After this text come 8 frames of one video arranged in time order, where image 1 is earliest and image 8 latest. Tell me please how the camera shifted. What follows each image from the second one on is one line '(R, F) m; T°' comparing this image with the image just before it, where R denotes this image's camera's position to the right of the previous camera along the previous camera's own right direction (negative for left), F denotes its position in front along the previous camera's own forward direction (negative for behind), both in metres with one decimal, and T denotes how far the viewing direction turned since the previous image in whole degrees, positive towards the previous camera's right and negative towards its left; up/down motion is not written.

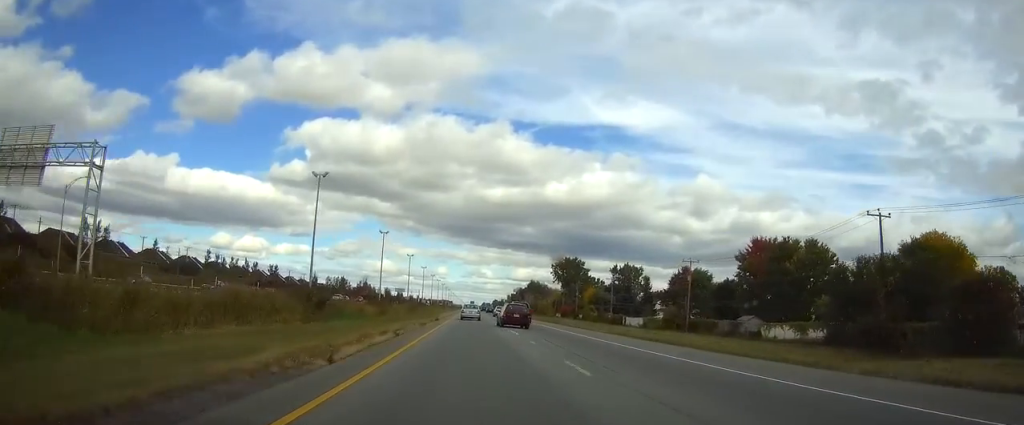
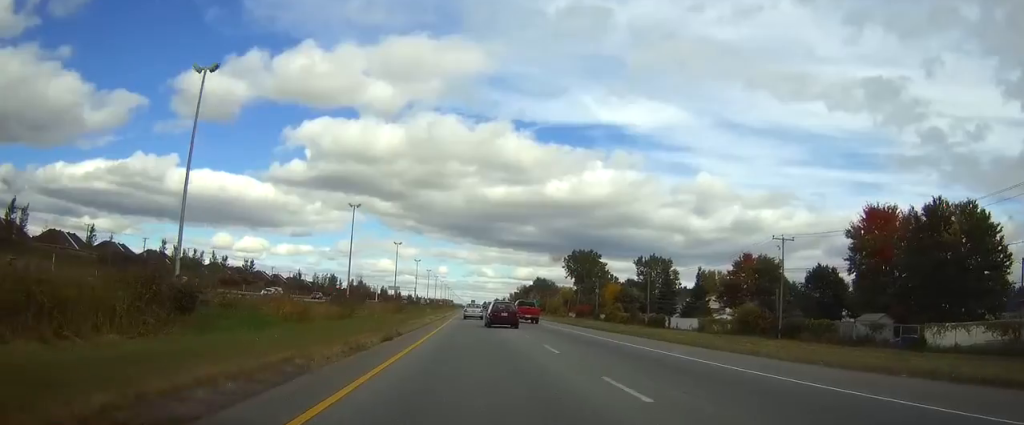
(0.0, +30.6) m; 0°
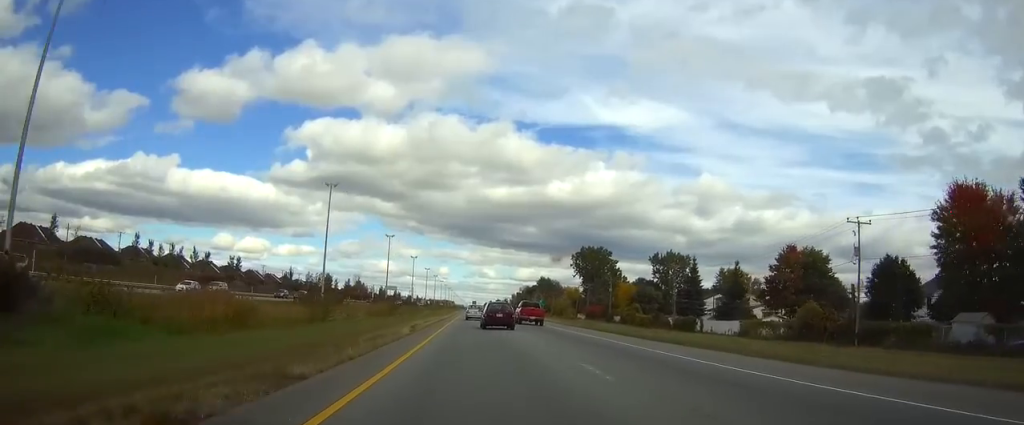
(0.0, +15.3) m; 0°
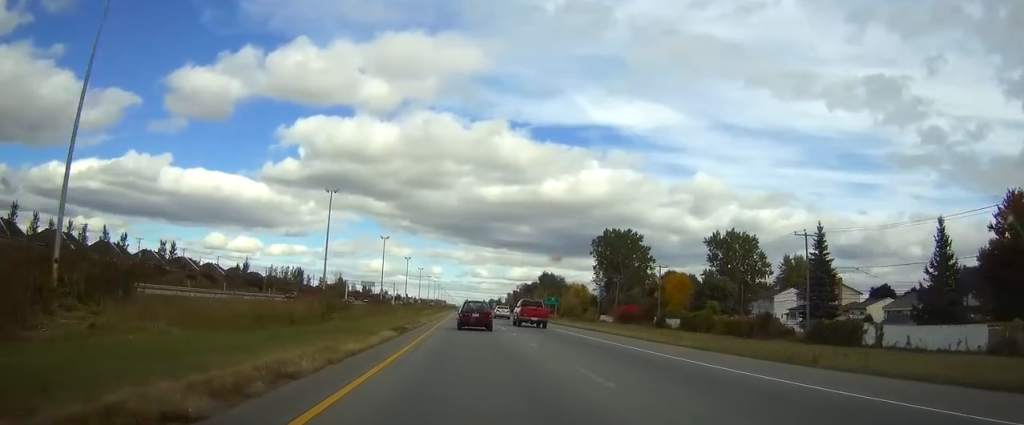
(0.0, +46.9) m; 0°
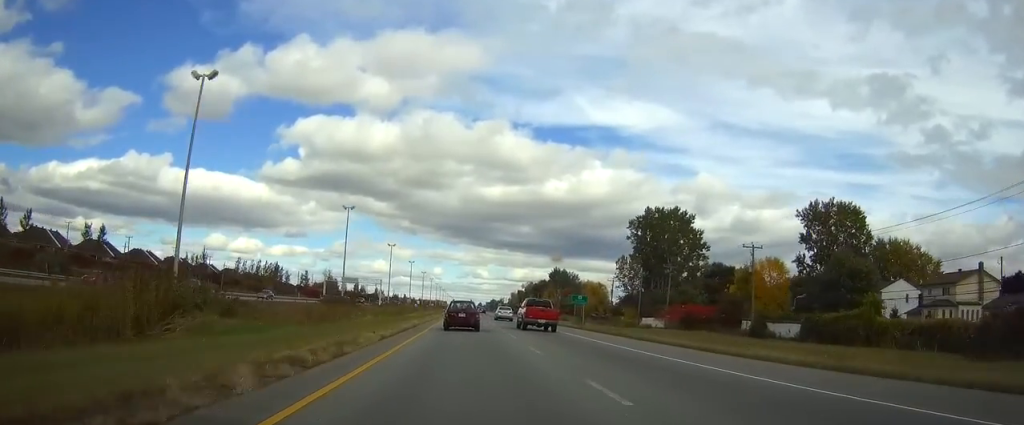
(0.0, +38.6) m; 0°
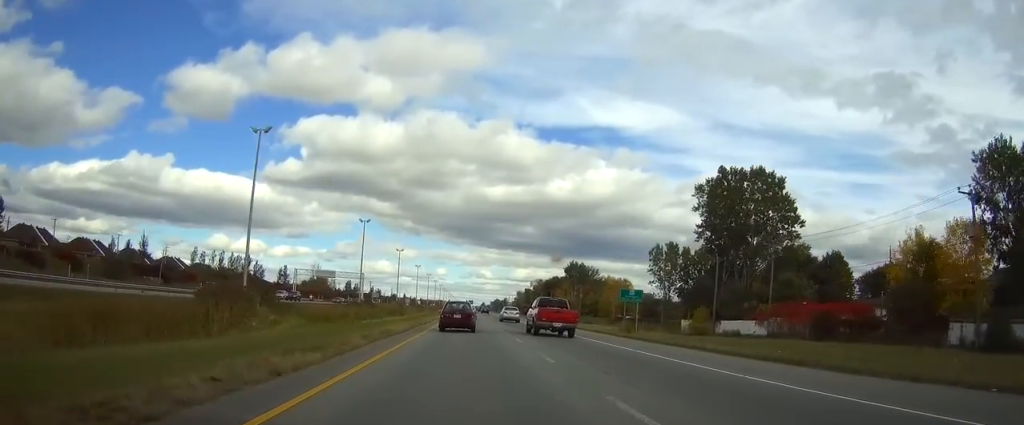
(+0.1, +38.4) m; 0°
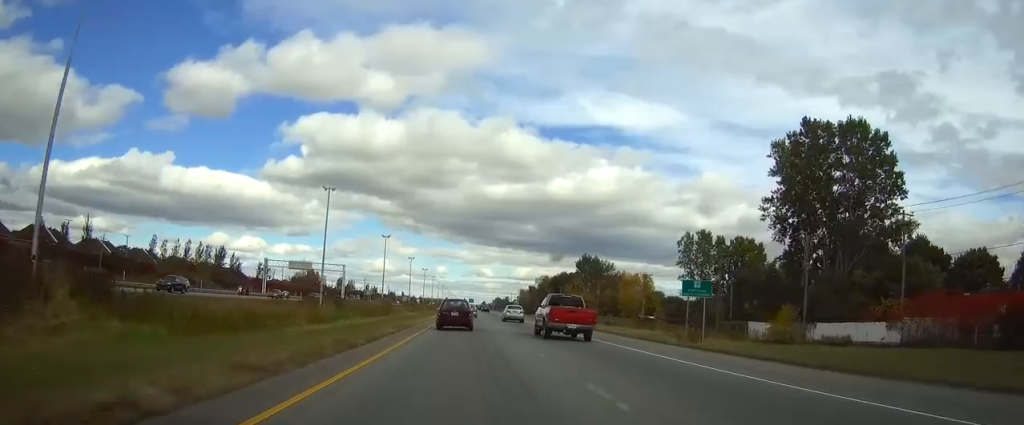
(-0.1, +25.3) m; 0°
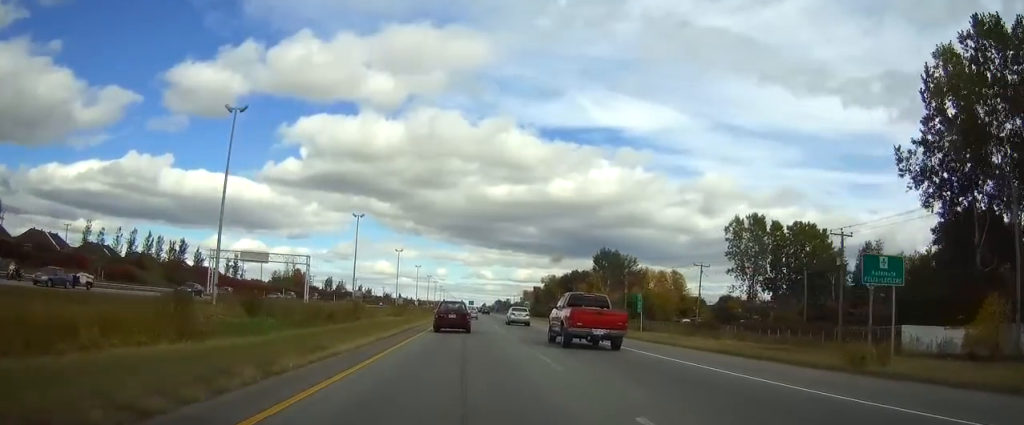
(0.0, +30.4) m; 0°
